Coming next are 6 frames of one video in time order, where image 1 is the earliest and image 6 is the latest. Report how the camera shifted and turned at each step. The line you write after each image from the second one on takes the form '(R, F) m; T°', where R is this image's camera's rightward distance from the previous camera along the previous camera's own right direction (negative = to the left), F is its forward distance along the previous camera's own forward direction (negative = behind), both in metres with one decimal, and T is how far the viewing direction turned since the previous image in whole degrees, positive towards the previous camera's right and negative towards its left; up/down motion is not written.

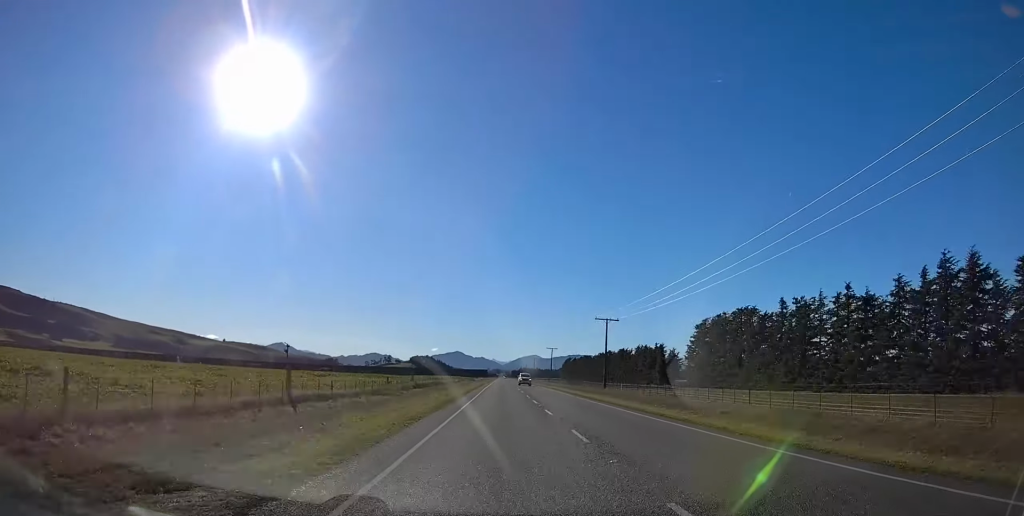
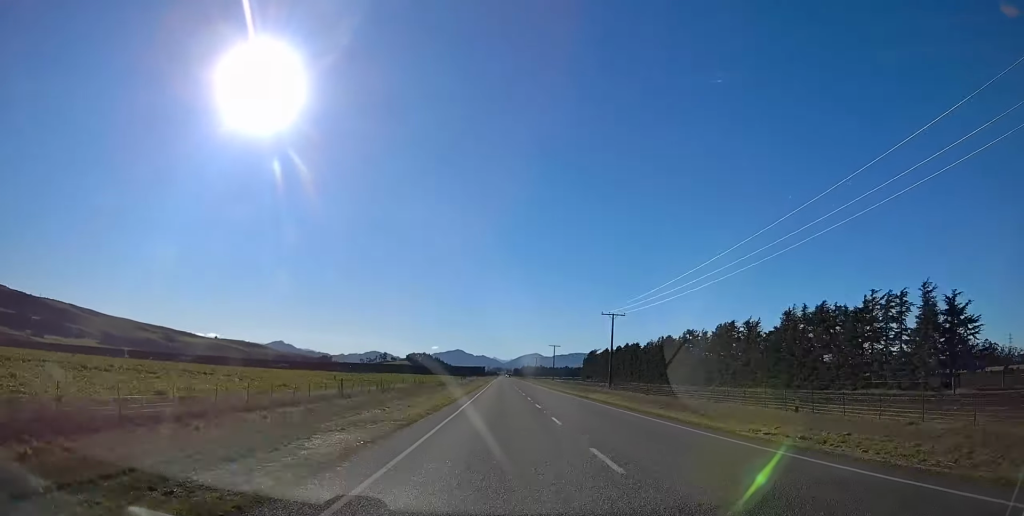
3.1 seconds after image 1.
(0.0, +84.4) m; 0°
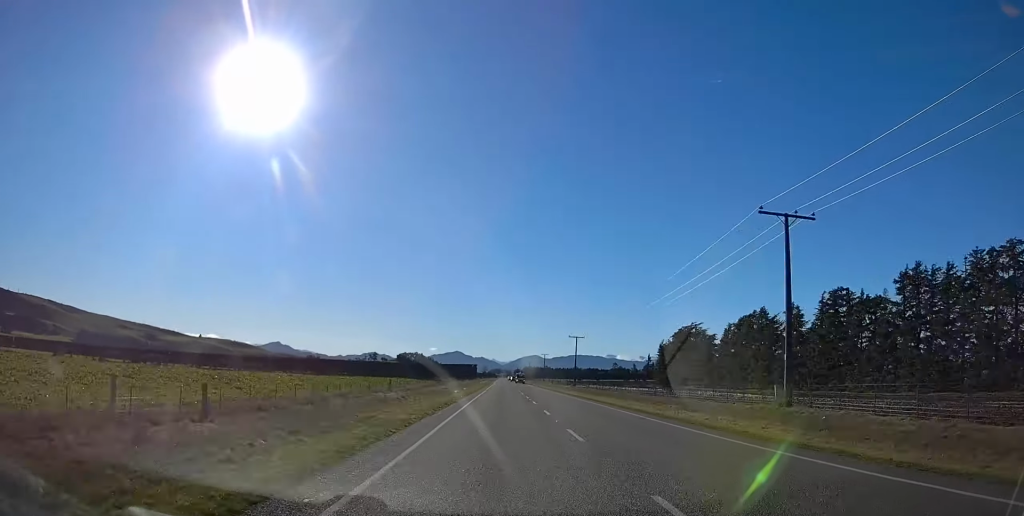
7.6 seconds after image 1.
(0.0, +124.9) m; 0°
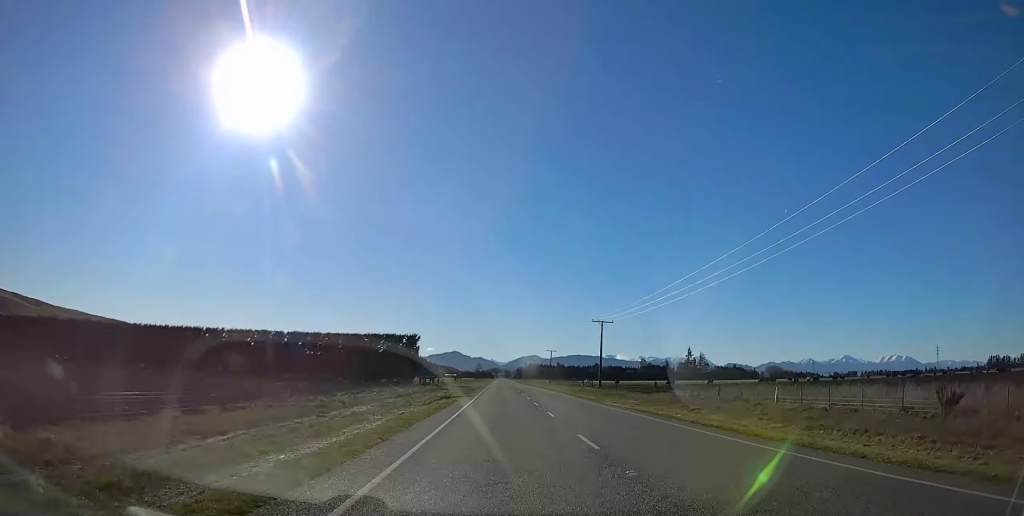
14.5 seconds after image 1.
(-0.1, +190.9) m; 0°
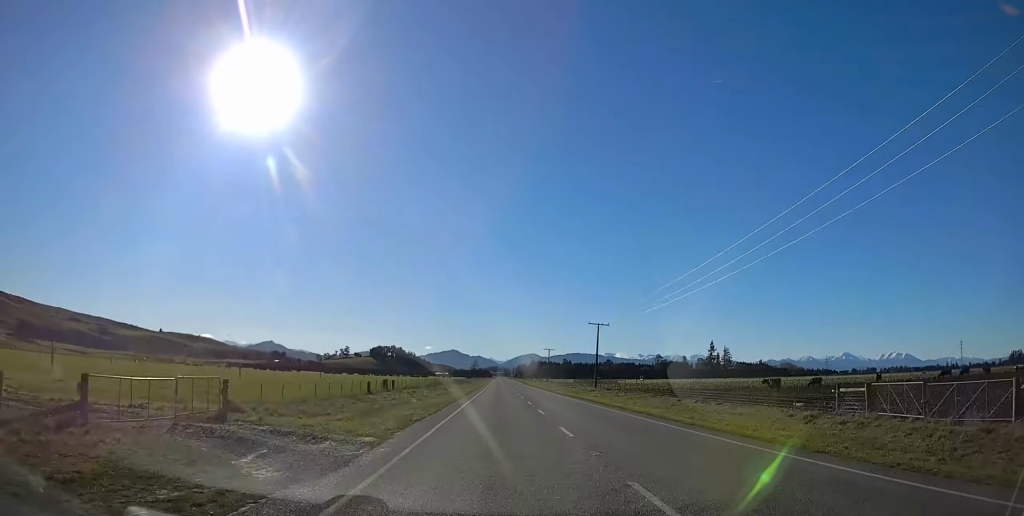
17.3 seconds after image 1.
(0.0, +77.1) m; 0°
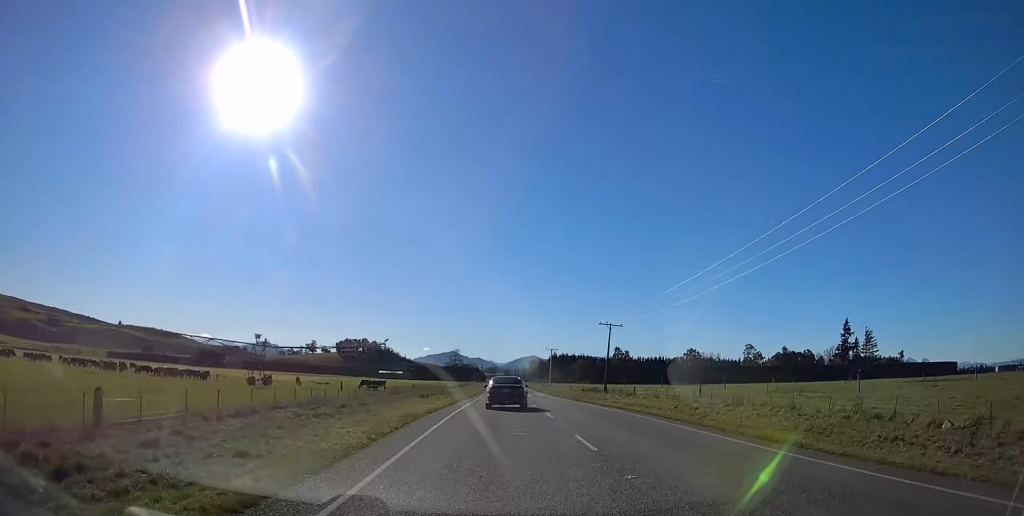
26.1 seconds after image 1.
(+1.4, +242.5) m; +1°
